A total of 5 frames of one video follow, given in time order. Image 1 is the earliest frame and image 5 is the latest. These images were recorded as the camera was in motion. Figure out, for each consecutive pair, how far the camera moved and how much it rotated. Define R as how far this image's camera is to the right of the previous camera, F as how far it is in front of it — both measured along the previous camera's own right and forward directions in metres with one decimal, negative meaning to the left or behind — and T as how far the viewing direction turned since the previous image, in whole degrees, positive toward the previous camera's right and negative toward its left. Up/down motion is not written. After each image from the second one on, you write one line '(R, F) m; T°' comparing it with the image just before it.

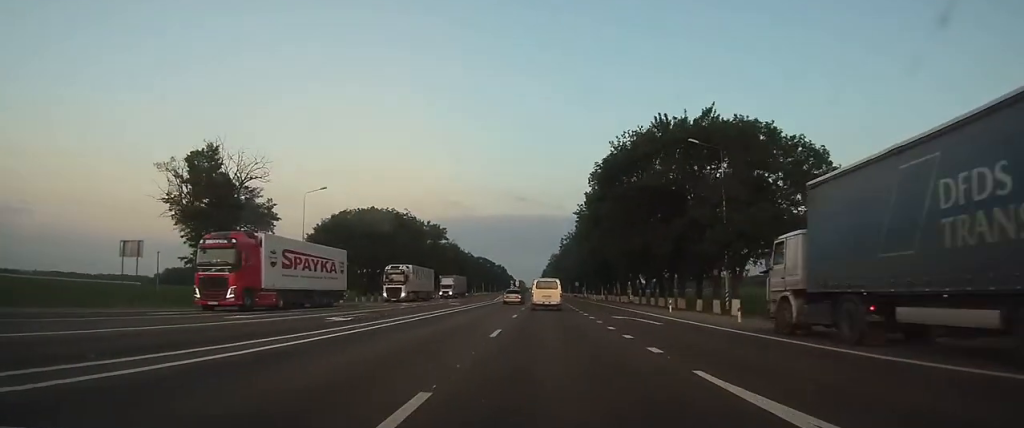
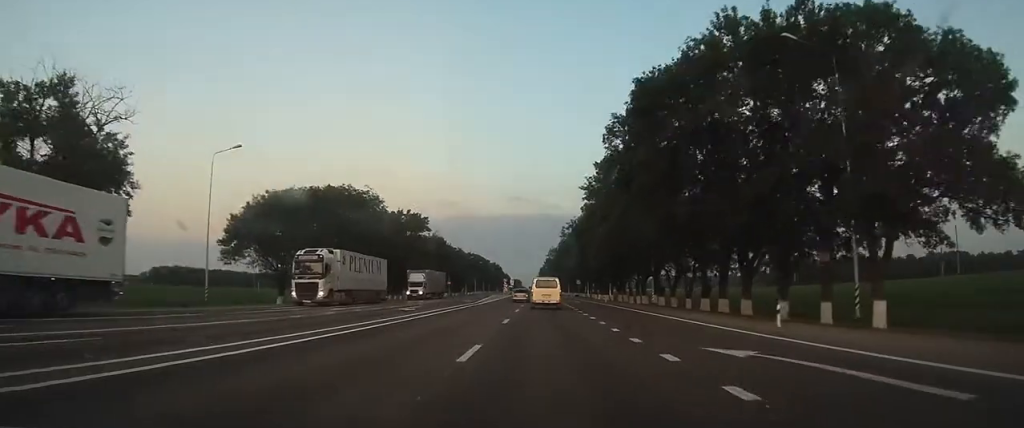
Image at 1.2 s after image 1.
(0.0, +18.1) m; 0°
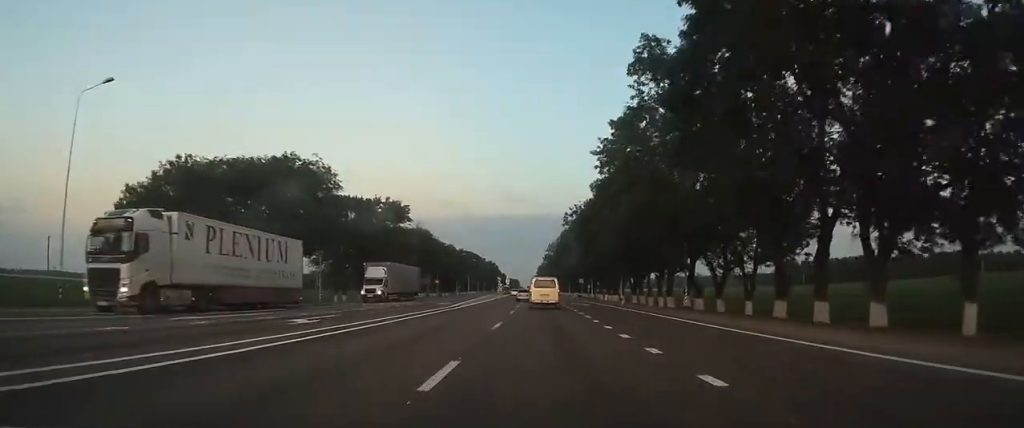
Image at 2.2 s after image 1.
(0.0, +15.2) m; 0°
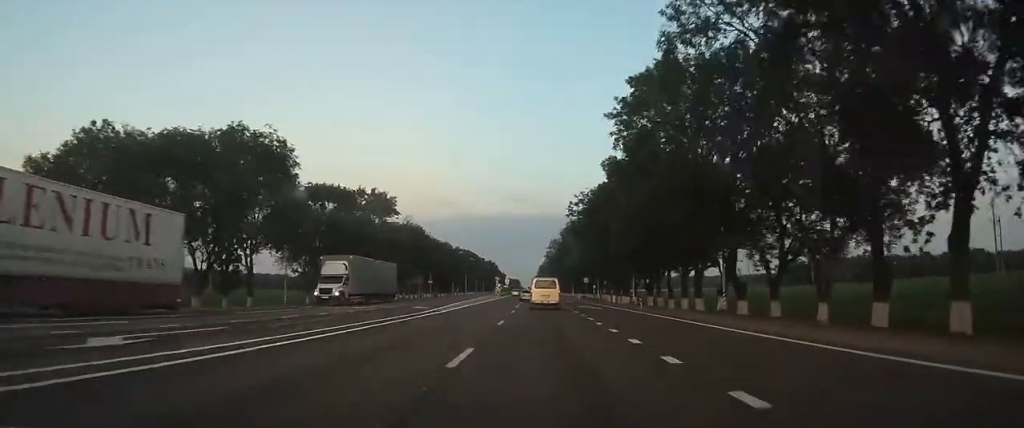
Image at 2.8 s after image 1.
(0.0, +9.7) m; 0°
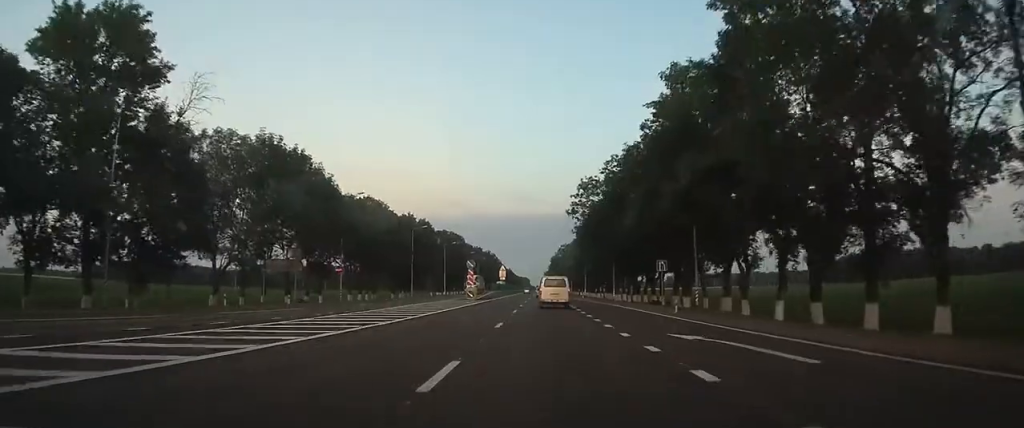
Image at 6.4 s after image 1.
(-0.8, +63.4) m; -2°
